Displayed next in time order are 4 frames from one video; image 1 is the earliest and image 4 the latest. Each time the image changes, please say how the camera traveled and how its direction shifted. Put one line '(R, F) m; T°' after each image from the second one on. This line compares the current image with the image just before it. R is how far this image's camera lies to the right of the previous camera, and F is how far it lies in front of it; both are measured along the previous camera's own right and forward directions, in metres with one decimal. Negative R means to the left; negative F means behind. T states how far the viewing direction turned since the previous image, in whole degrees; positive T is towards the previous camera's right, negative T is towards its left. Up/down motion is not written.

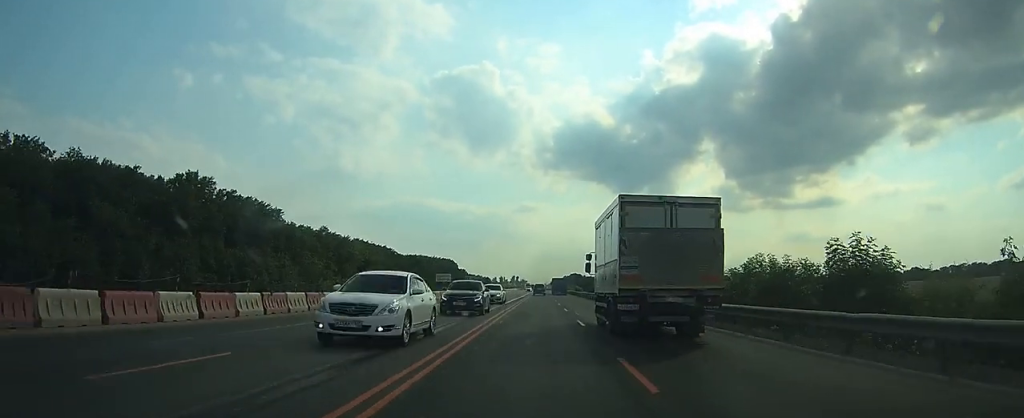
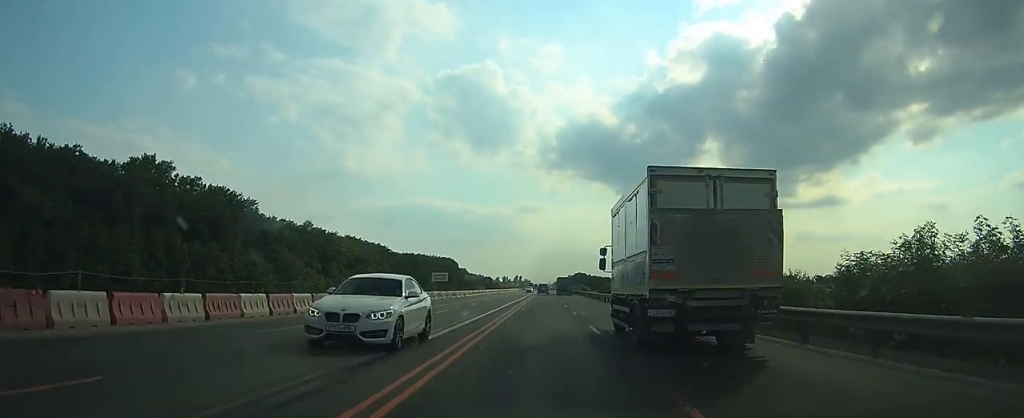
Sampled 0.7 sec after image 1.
(0.0, +15.3) m; 0°
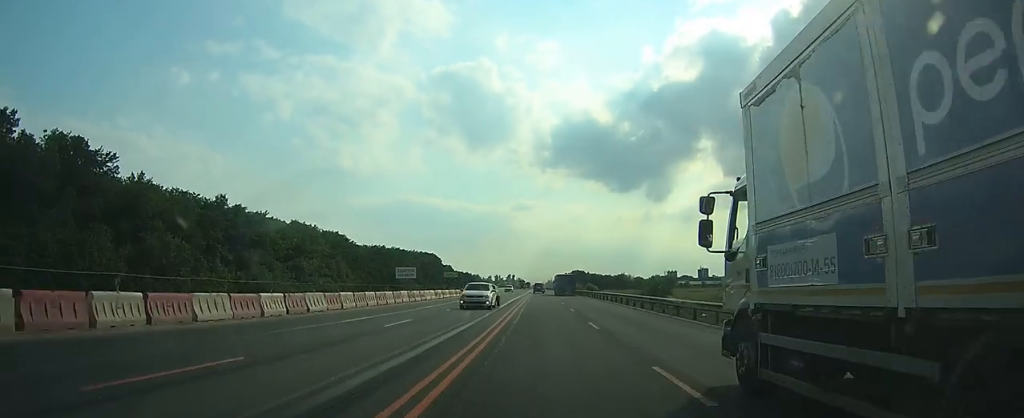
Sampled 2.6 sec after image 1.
(-0.2, +45.1) m; -1°
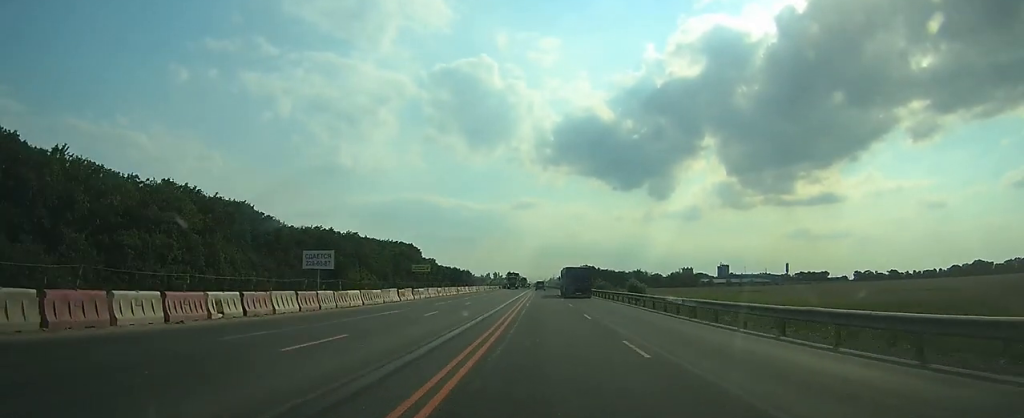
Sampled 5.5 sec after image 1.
(+0.5, +67.1) m; +1°
